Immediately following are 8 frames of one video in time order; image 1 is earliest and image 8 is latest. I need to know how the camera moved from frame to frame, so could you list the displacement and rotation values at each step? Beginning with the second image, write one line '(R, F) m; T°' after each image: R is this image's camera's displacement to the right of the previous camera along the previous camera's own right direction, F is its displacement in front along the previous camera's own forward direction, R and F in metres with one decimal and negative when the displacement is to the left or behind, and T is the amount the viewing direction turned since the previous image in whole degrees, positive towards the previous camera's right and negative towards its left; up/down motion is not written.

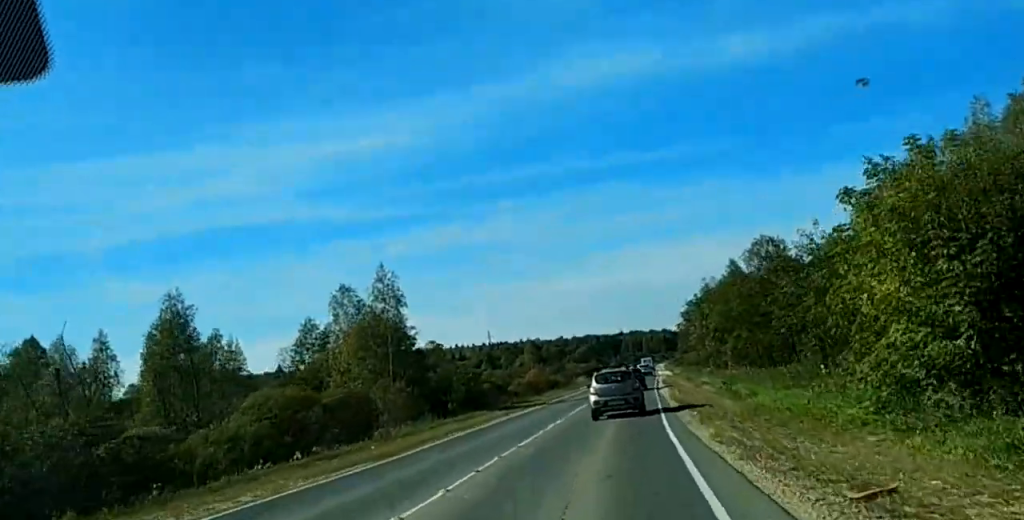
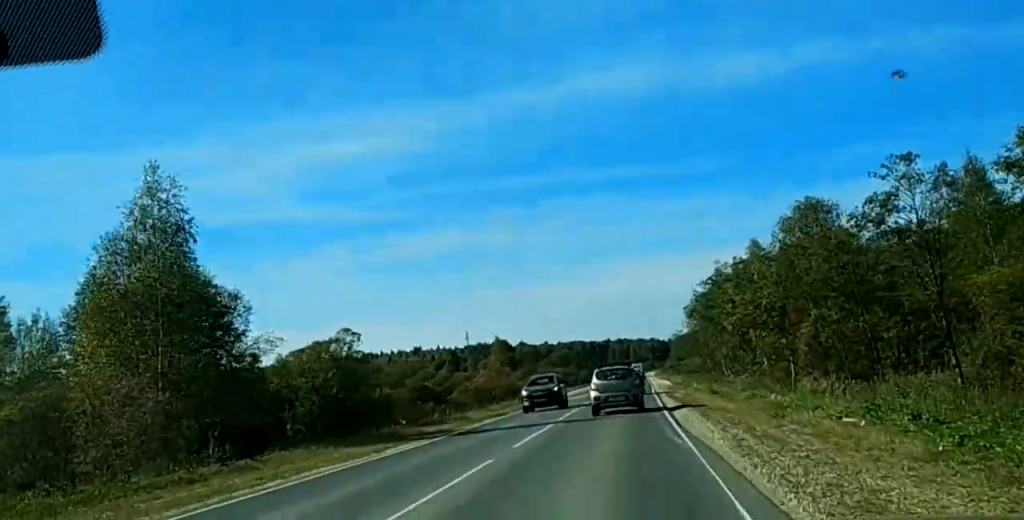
(+0.5, +29.7) m; +3°
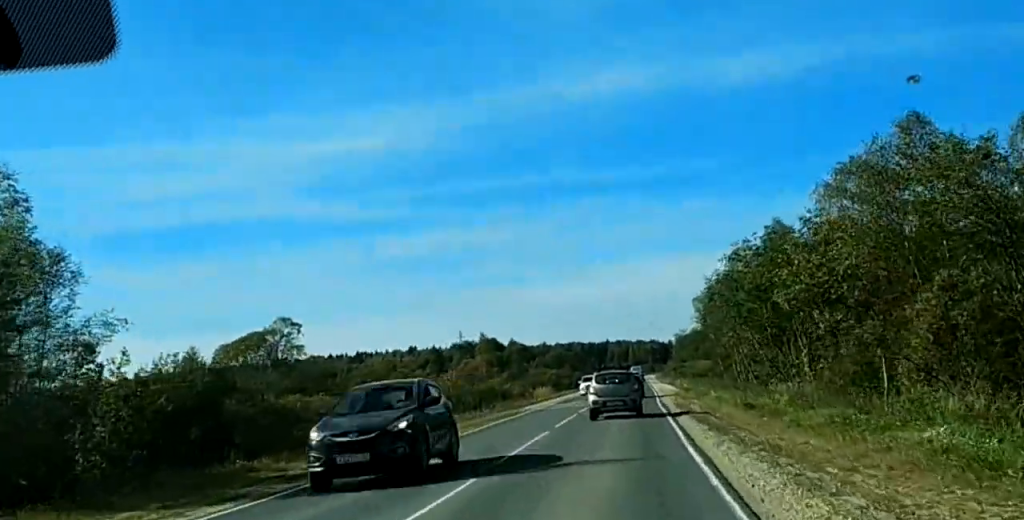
(+0.2, +14.6) m; +1°
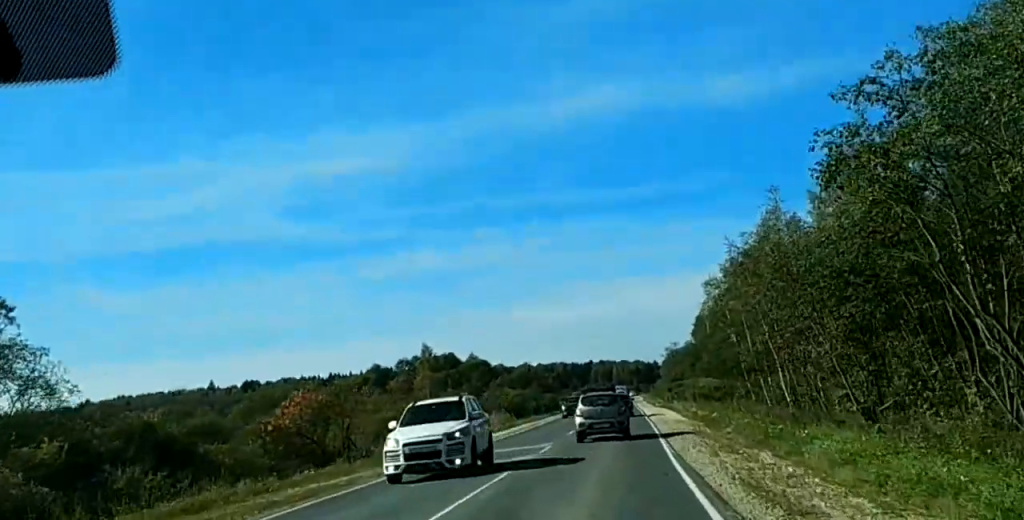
(+0.4, +28.7) m; 0°
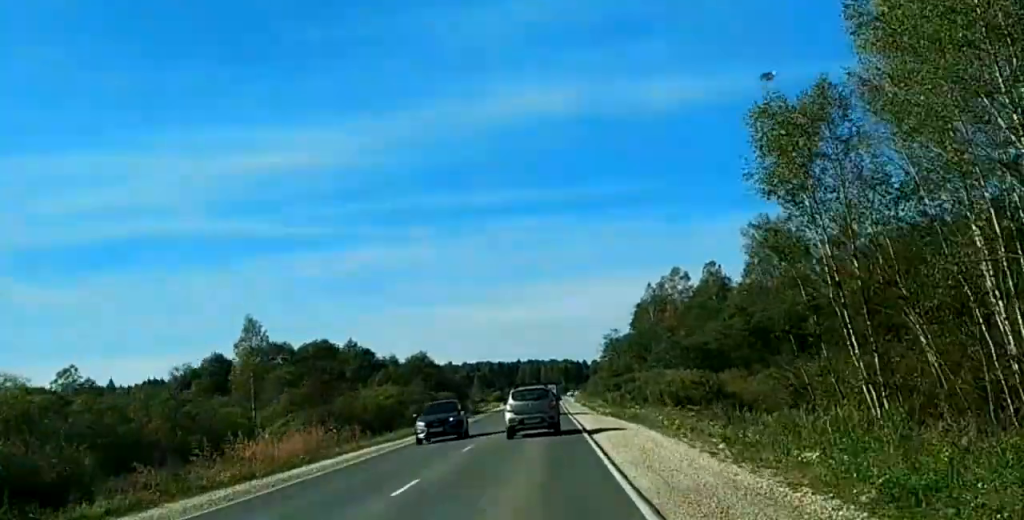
(-0.6, +36.2) m; 0°
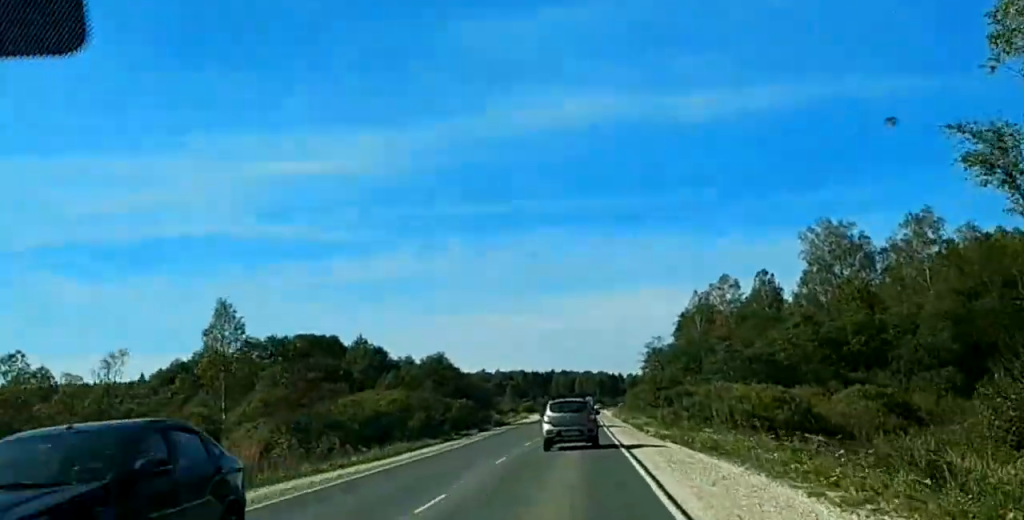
(+0.2, +13.4) m; +1°
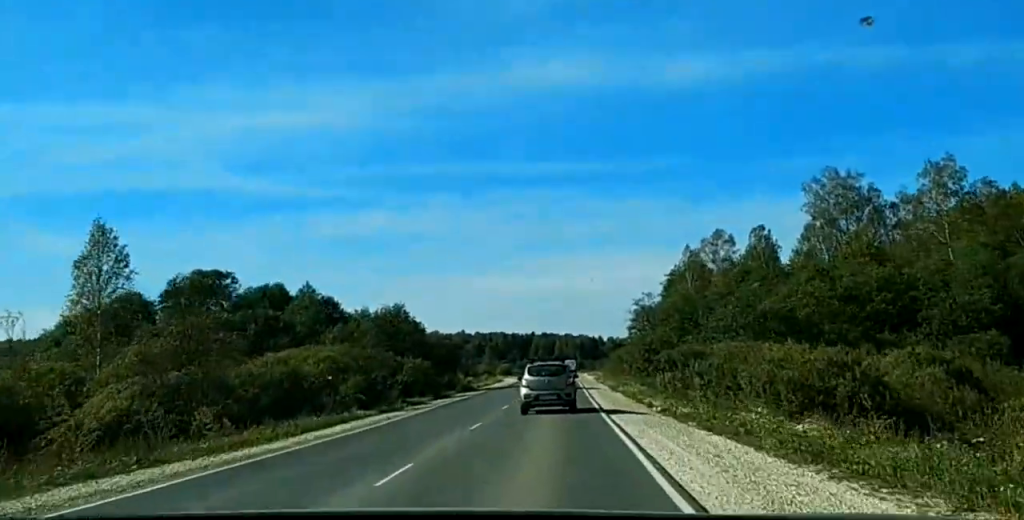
(0.0, +13.5) m; 0°
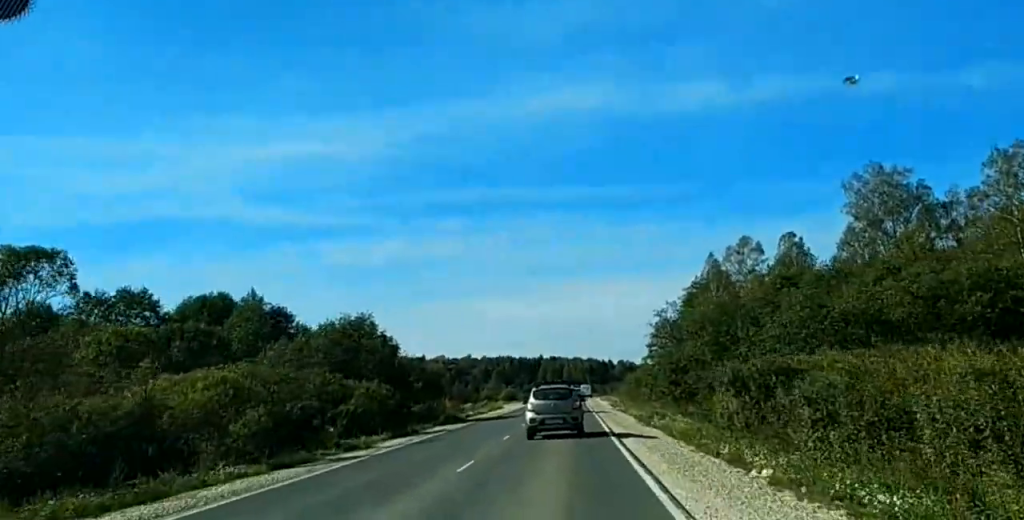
(0.0, +16.3) m; 0°
